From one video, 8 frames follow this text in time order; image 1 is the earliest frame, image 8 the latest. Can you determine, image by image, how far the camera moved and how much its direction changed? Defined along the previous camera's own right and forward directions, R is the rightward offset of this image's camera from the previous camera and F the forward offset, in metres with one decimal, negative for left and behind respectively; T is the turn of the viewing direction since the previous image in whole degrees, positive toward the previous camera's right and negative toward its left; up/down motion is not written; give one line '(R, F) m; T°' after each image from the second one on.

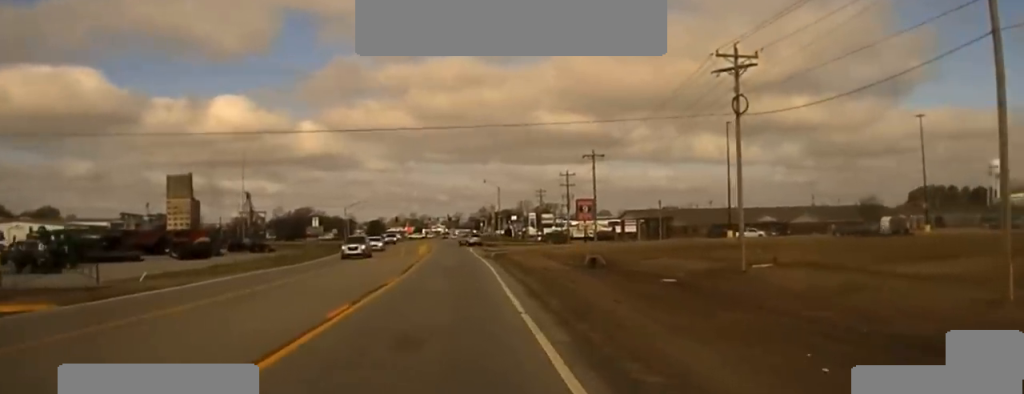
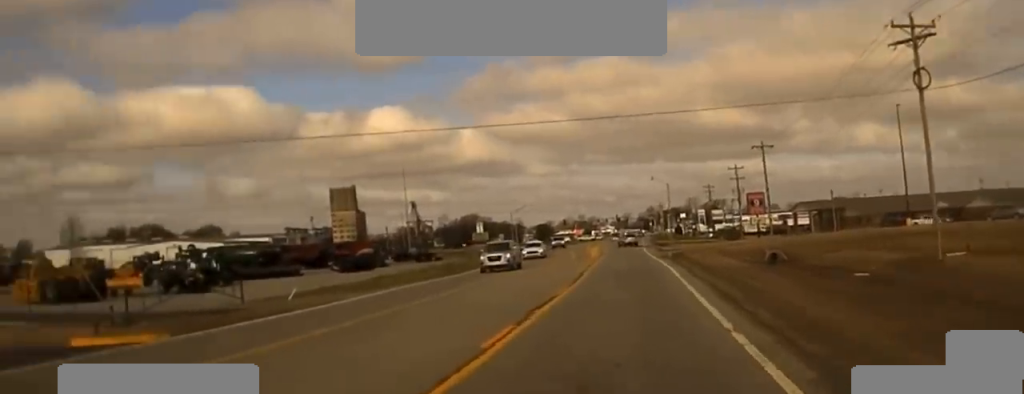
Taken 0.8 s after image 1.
(-0.3, +4.0) m; -24°
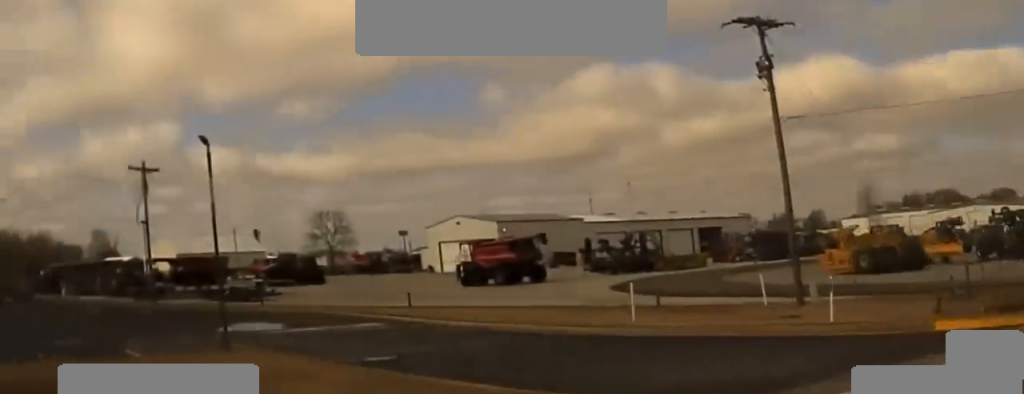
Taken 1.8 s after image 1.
(-1.7, +3.3) m; -55°
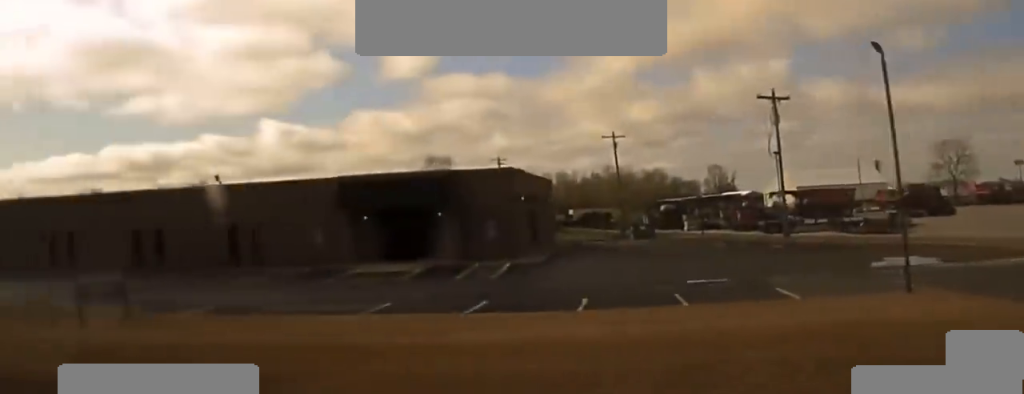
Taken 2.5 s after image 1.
(-1.1, +2.0) m; -35°
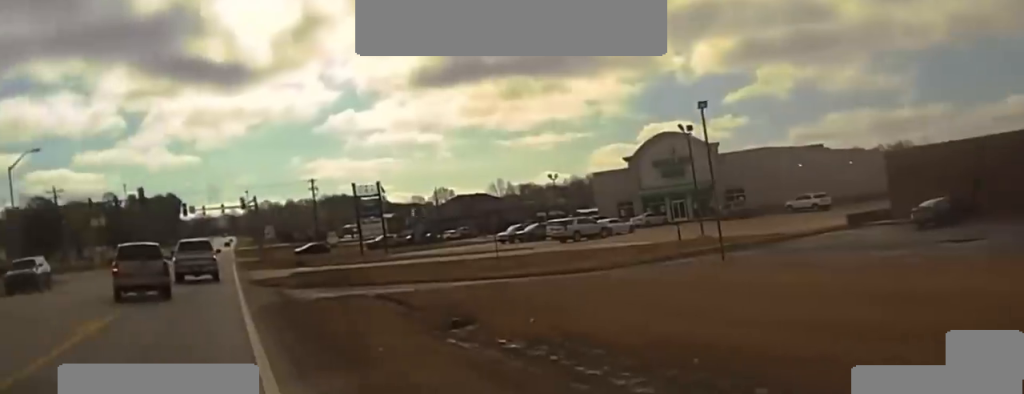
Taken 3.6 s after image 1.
(-2.4, +5.6) m; -41°
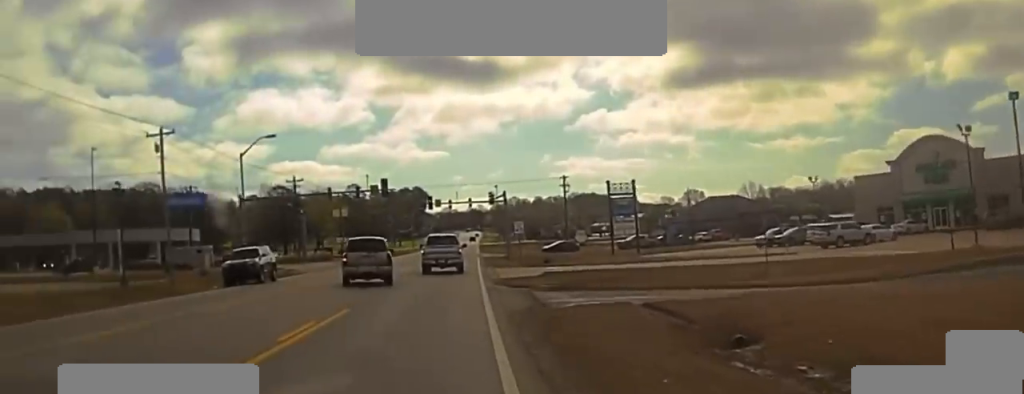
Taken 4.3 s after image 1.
(-0.9, +4.0) m; -17°
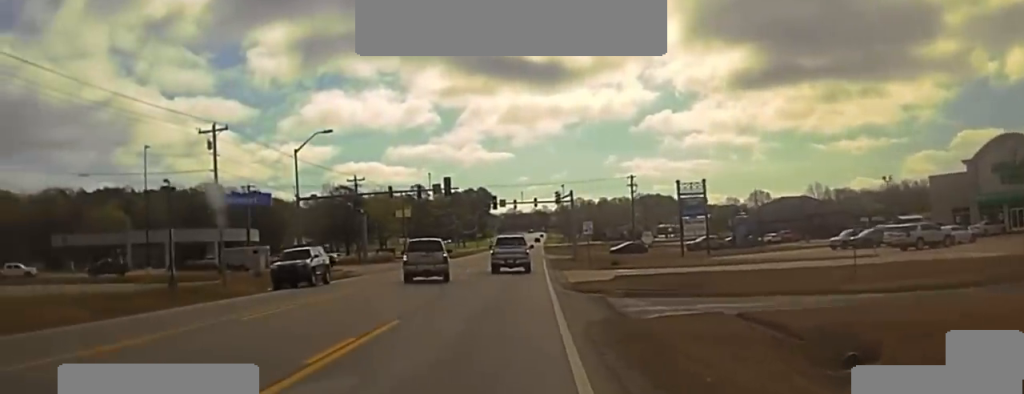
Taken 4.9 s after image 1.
(-0.7, +3.2) m; -11°
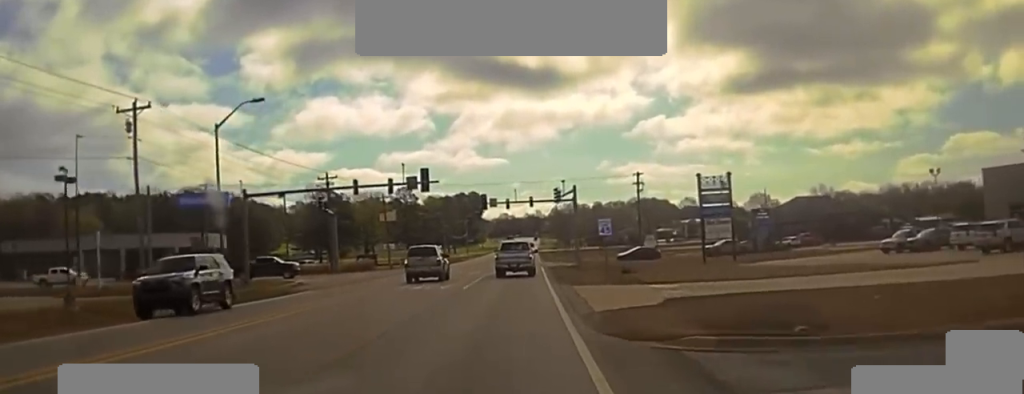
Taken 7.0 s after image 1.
(-0.3, +15.5) m; -1°
